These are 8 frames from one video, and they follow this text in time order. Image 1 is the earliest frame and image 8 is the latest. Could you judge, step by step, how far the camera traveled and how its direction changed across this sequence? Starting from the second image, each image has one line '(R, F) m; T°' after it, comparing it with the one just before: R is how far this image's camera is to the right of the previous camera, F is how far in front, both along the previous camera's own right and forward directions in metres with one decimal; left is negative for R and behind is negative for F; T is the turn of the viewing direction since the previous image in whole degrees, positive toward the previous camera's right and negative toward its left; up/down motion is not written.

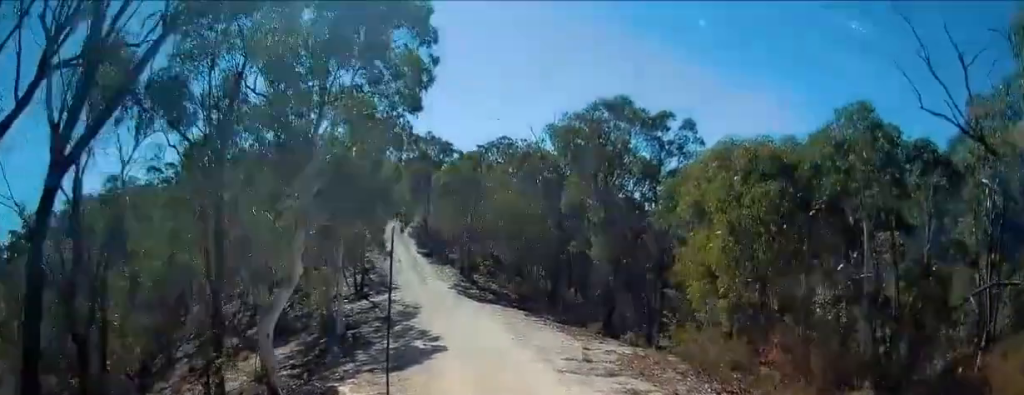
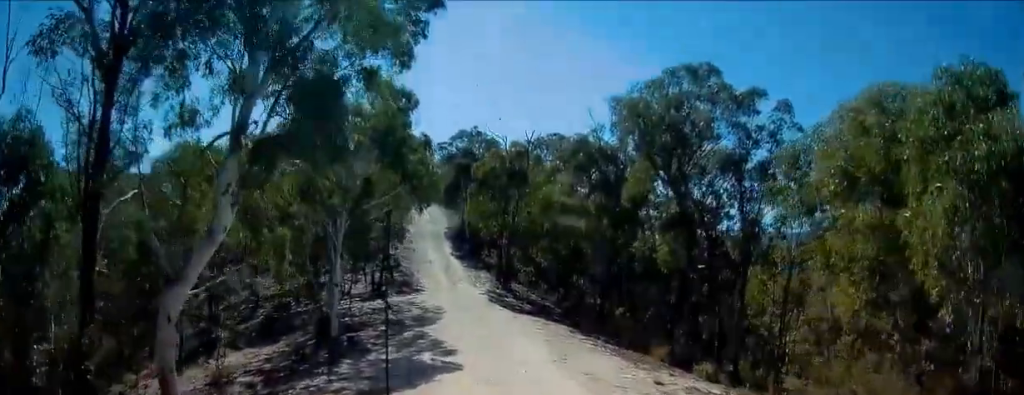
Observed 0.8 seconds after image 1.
(0.0, +5.2) m; -2°
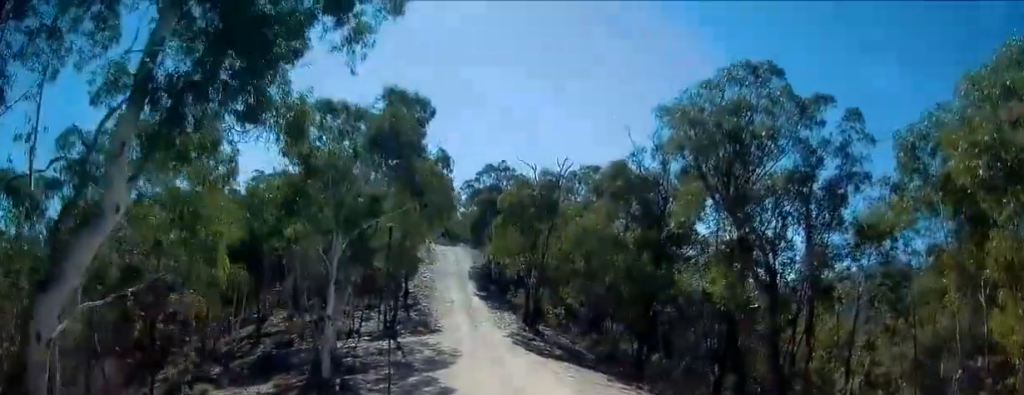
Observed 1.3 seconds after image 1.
(-0.1, +3.4) m; -1°
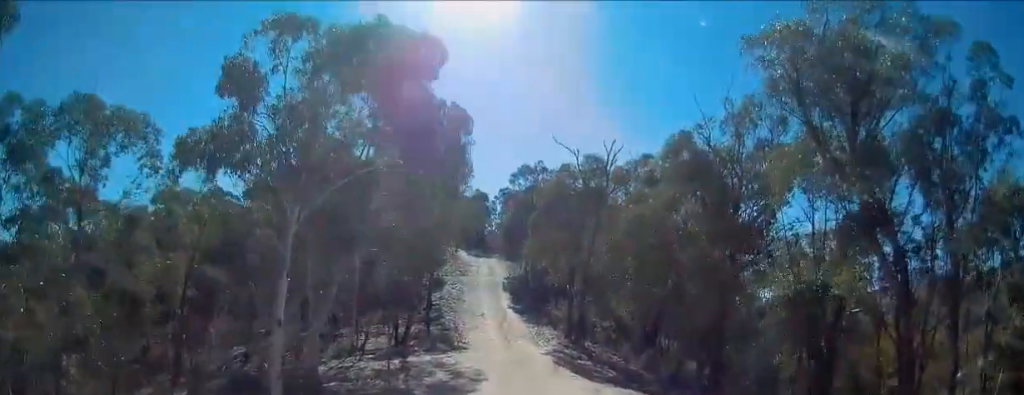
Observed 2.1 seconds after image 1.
(-0.1, +5.8) m; -3°
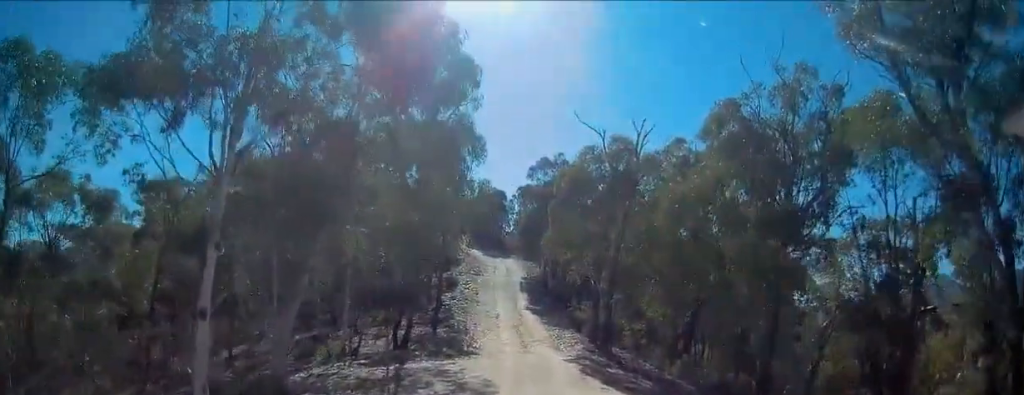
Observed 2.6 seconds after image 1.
(+0.1, +3.7) m; -3°
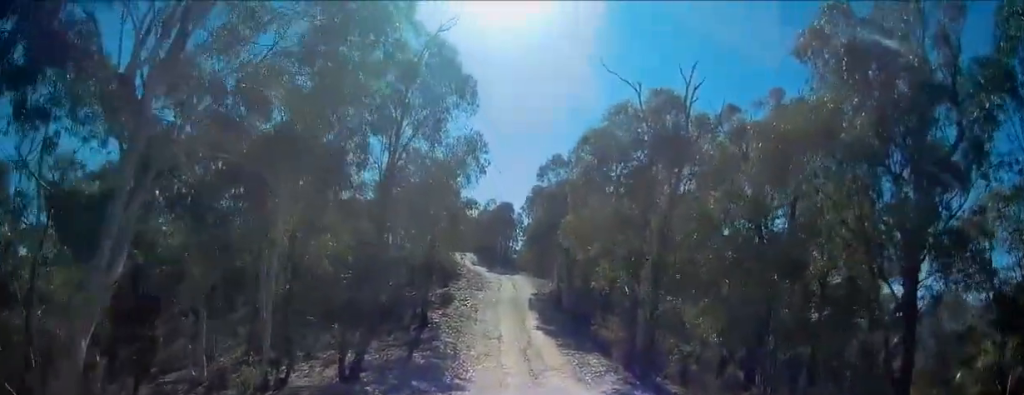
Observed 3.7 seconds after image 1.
(-0.8, +8.3) m; -7°
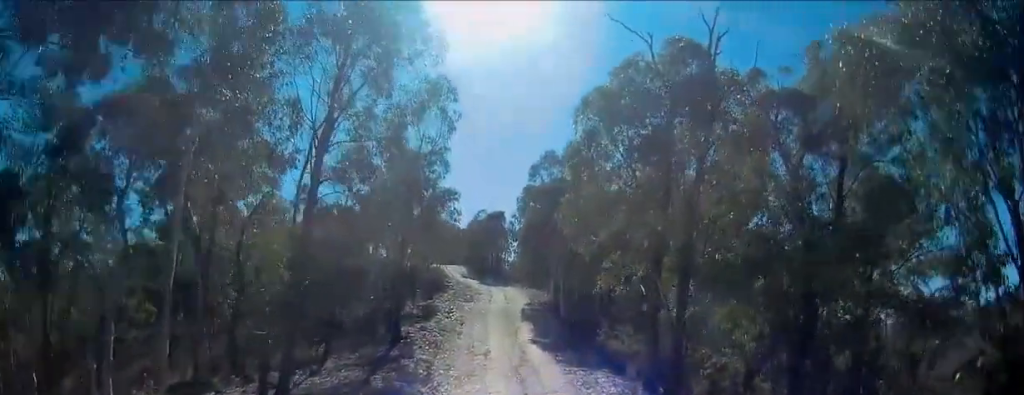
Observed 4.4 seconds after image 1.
(0.0, +4.9) m; 0°
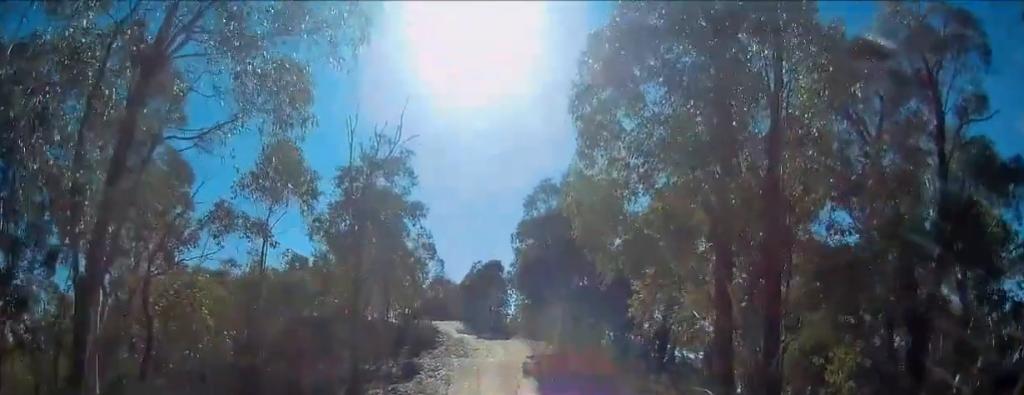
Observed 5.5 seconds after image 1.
(0.0, +6.8) m; +1°
